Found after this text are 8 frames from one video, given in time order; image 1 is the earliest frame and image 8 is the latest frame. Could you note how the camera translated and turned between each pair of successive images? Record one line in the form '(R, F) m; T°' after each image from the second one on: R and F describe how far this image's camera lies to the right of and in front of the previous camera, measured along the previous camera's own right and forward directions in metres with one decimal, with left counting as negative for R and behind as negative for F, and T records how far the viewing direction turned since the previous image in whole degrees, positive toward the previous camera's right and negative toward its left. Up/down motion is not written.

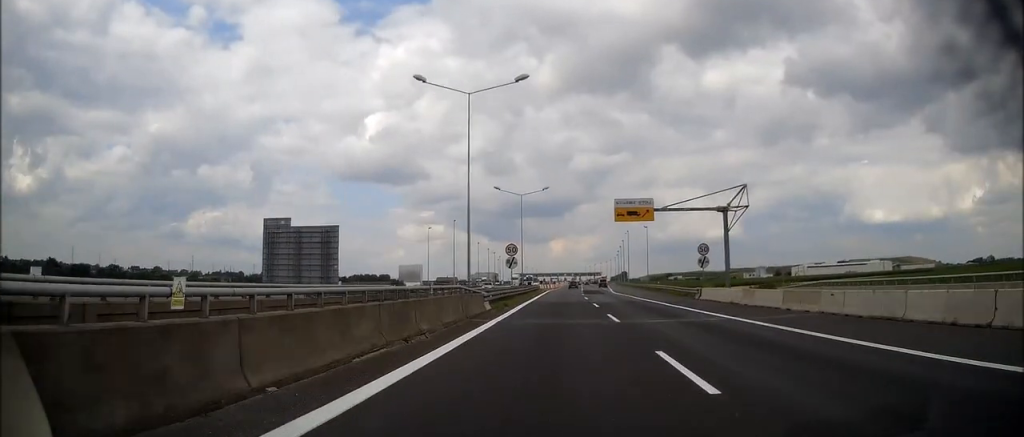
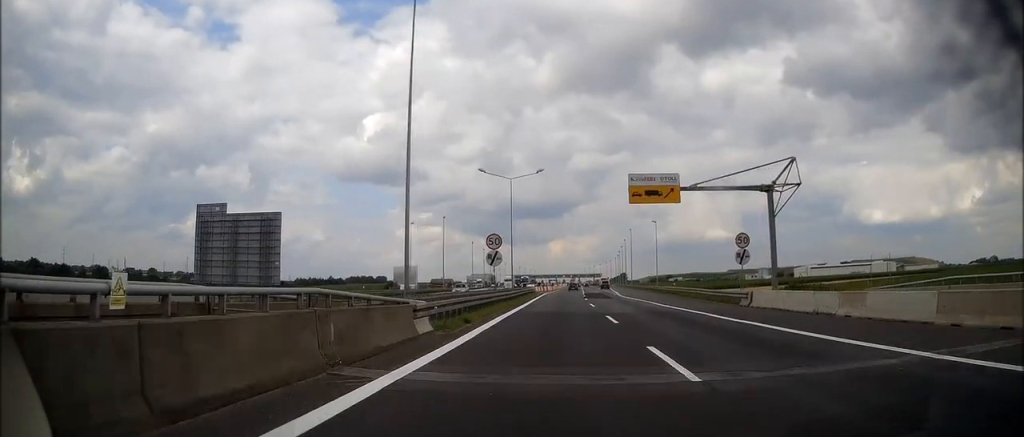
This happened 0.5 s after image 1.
(0.0, +11.6) m; 0°
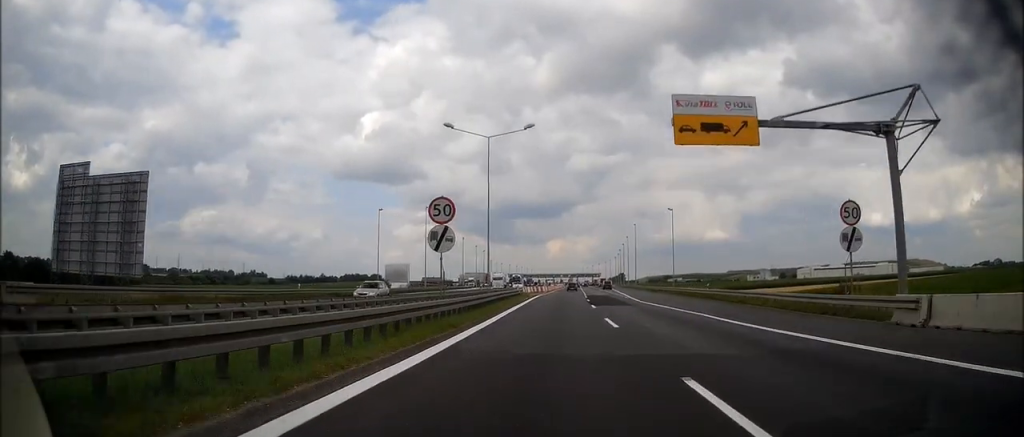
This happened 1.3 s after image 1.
(0.0, +15.8) m; 0°
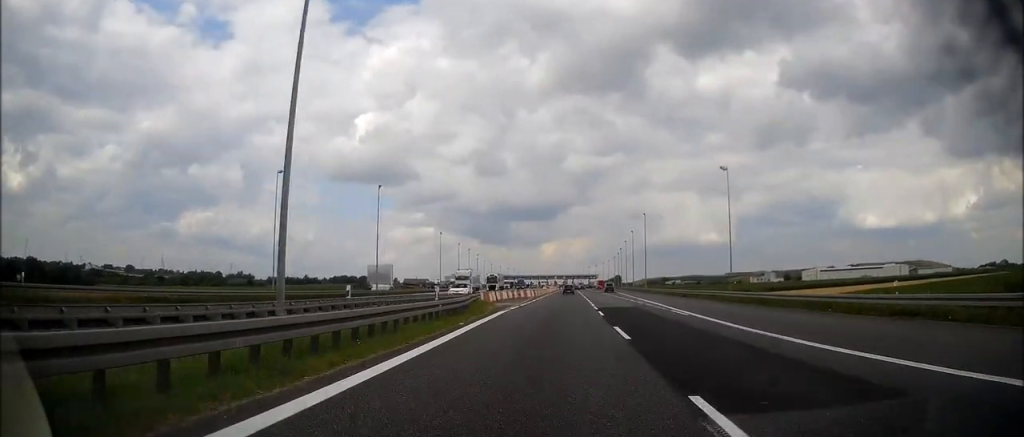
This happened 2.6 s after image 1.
(0.0, +28.6) m; 0°
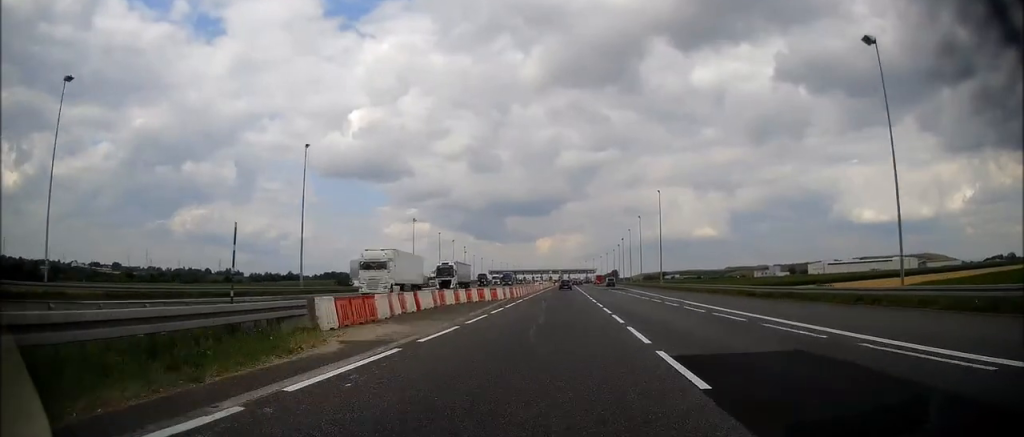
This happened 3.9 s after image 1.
(+0.4, +26.0) m; +1°
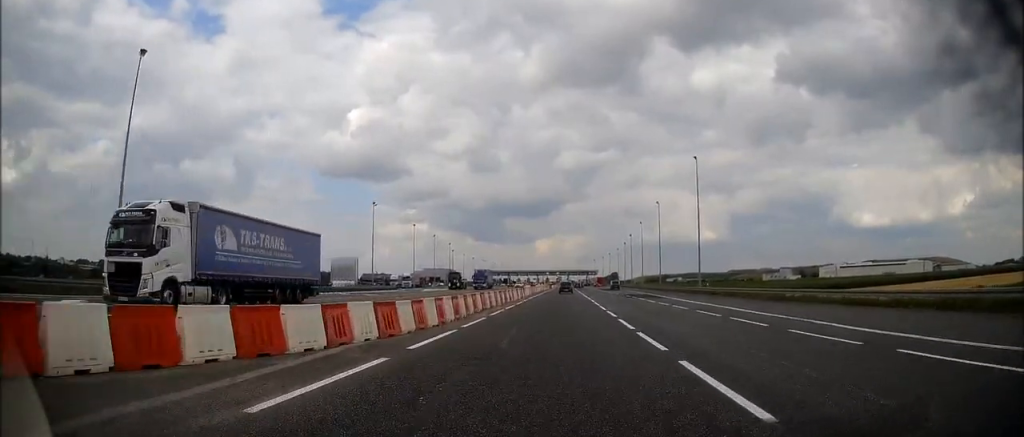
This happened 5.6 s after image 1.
(-0.4, +31.3) m; -1°
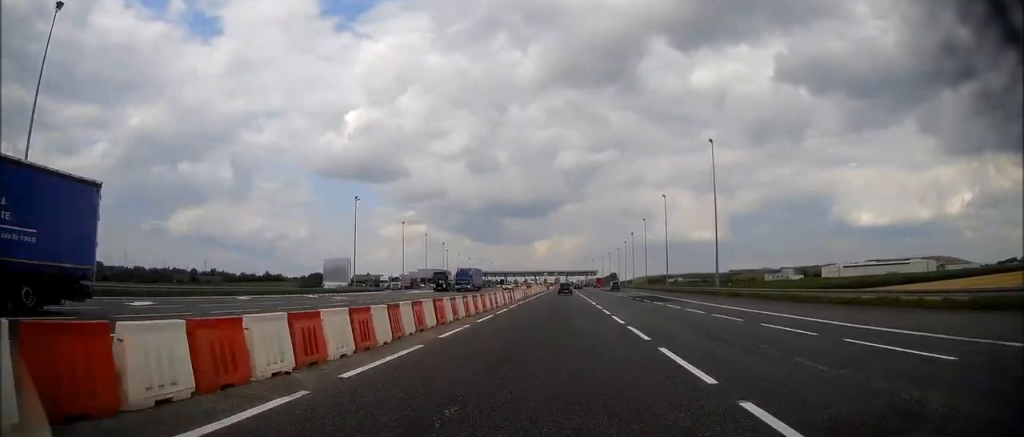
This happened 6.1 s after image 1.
(-0.1, +9.5) m; +1°
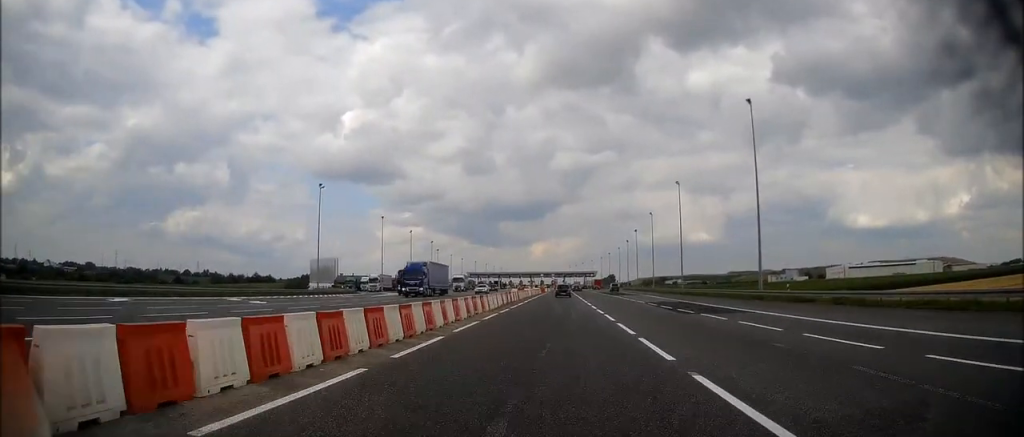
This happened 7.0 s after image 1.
(+0.3, +15.3) m; 0°
